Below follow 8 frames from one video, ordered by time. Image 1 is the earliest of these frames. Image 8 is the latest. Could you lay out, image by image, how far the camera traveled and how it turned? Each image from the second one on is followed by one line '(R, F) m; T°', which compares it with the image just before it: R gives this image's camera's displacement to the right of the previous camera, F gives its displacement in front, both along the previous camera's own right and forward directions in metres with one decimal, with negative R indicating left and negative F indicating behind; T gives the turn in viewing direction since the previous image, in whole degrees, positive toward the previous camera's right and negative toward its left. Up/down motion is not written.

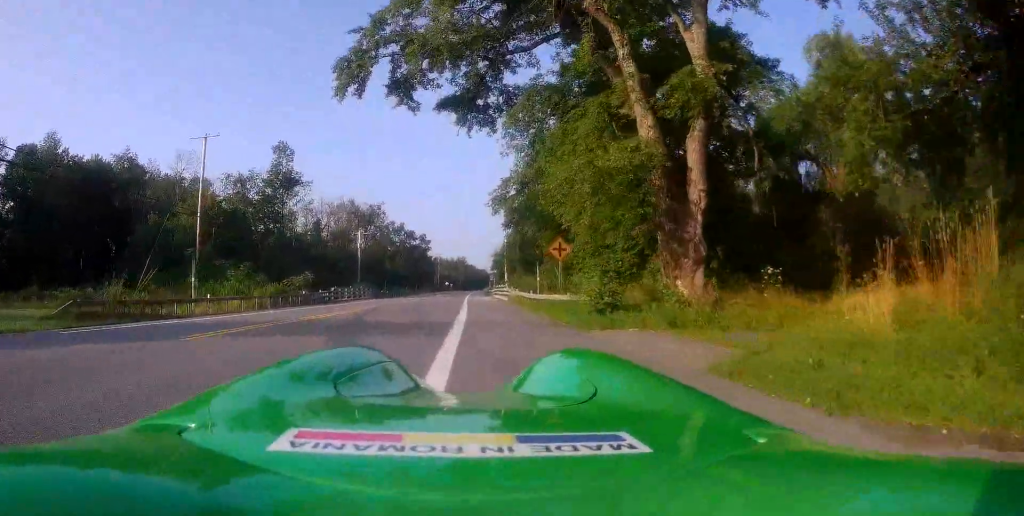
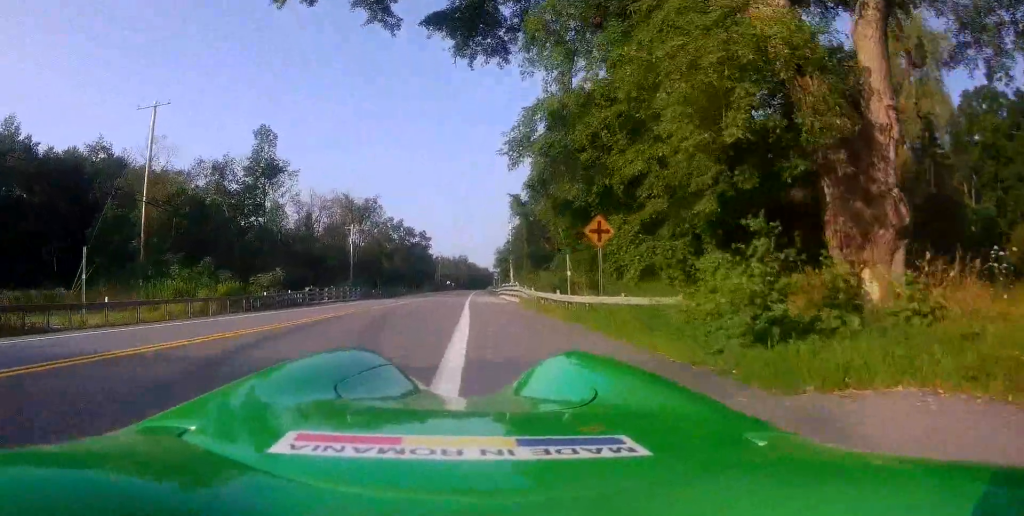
(+0.2, +7.6) m; +2°
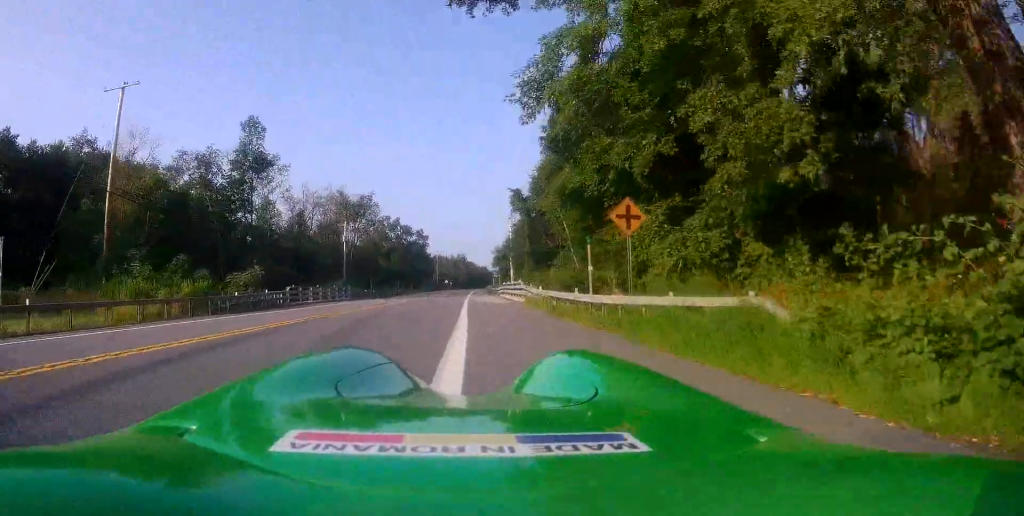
(+0.1, +3.8) m; +1°
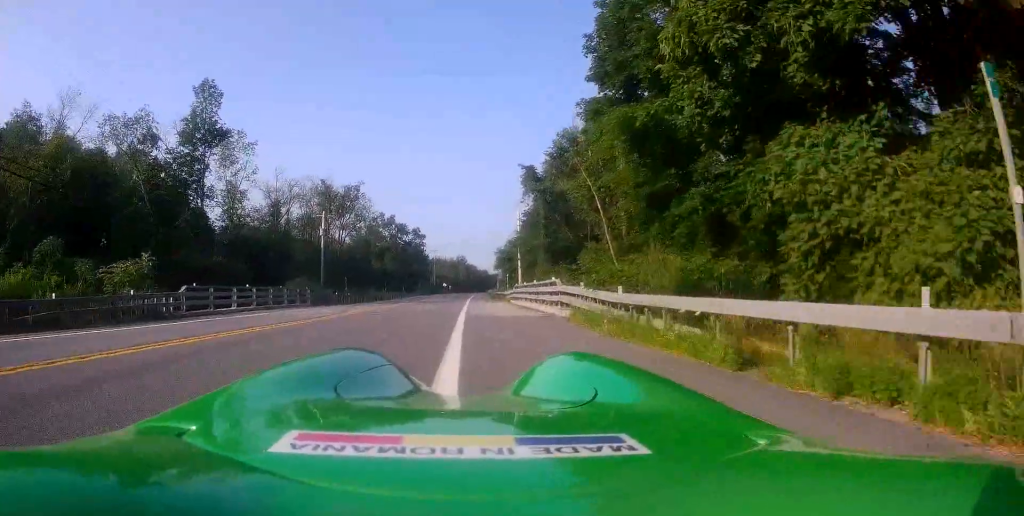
(+0.1, +12.3) m; +1°
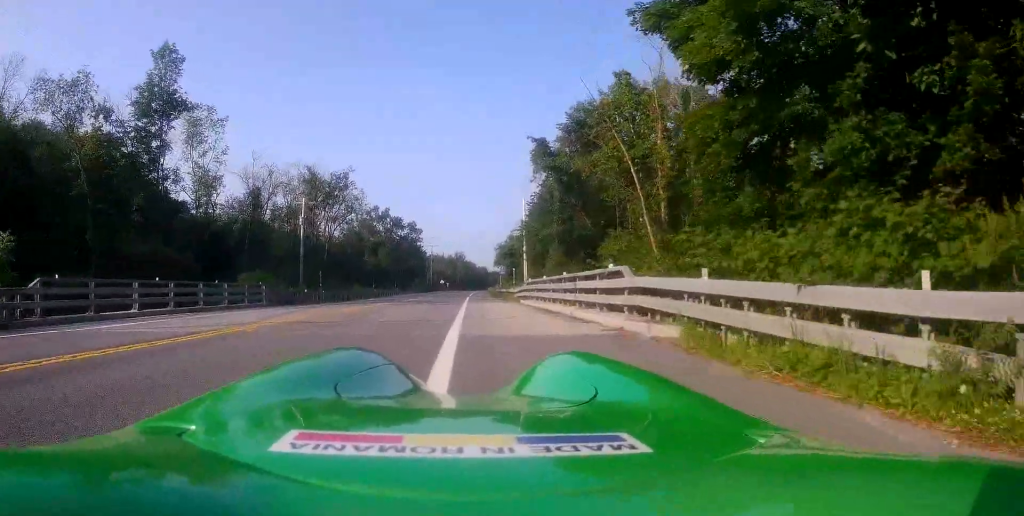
(0.0, +8.2) m; 0°
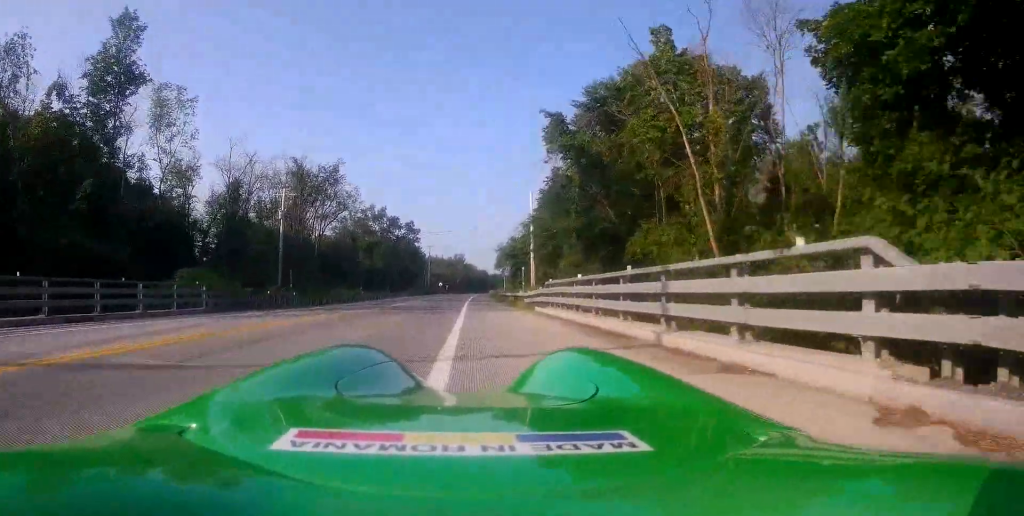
(-0.1, +6.7) m; 0°
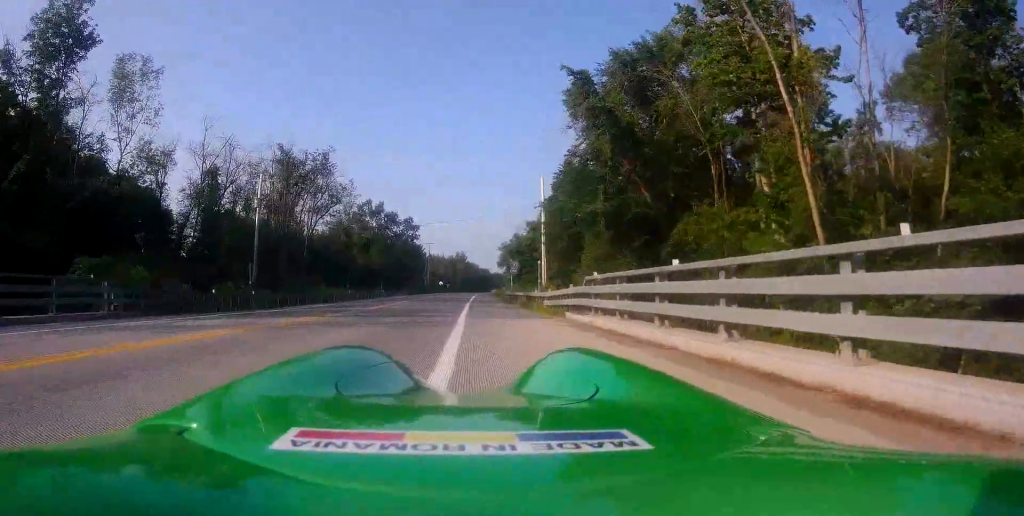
(+0.1, +7.2) m; 0°
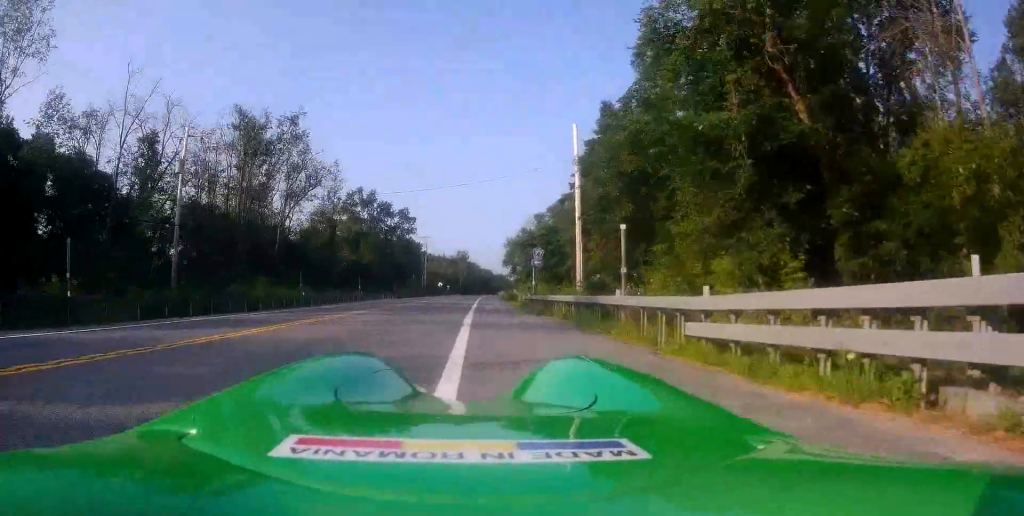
(-0.6, +14.1) m; -4°
